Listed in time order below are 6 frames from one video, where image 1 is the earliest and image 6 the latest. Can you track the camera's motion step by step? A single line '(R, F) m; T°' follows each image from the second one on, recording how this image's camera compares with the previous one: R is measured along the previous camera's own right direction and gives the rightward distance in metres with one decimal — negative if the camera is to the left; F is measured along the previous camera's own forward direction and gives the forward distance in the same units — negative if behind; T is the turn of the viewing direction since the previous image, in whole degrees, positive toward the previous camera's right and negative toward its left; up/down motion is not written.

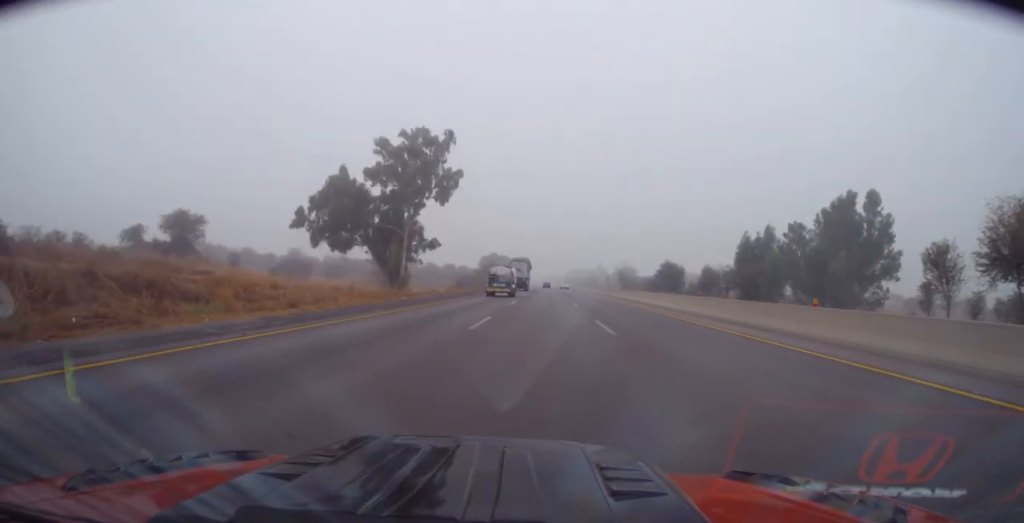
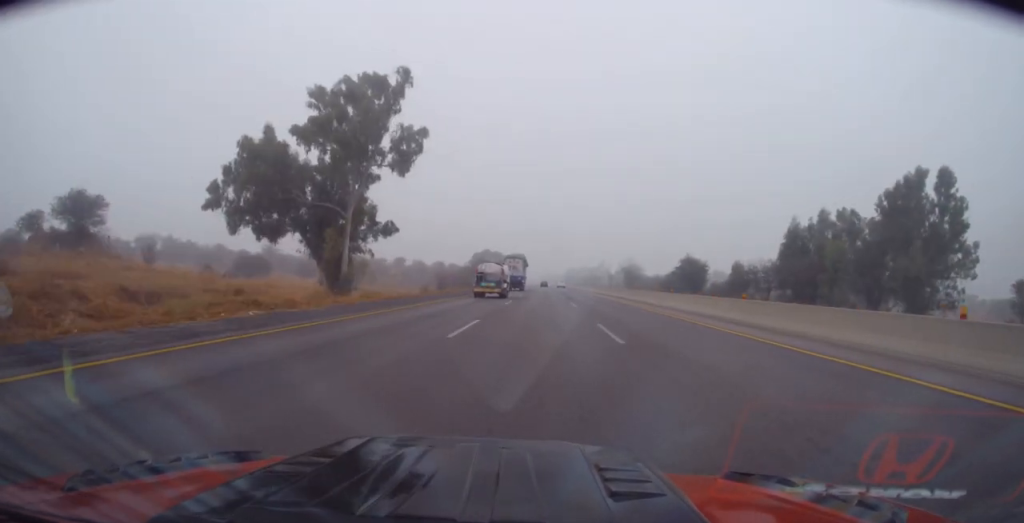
(0.0, +20.3) m; 0°
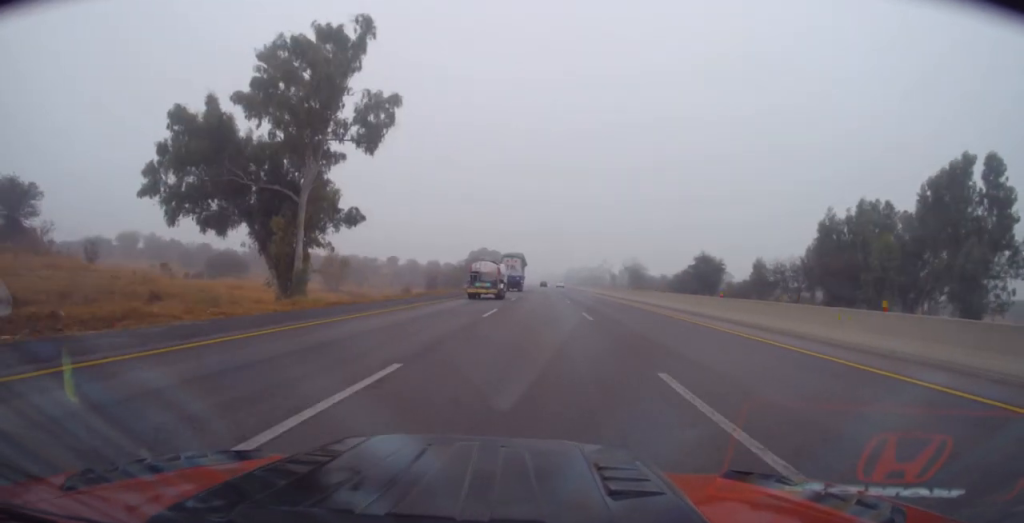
(0.0, +10.2) m; 0°
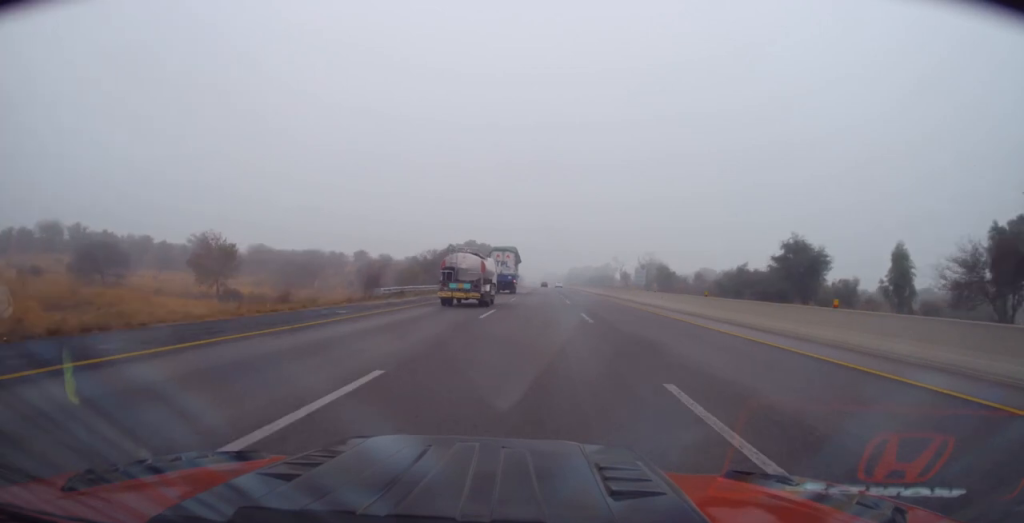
(0.0, +36.7) m; 0°
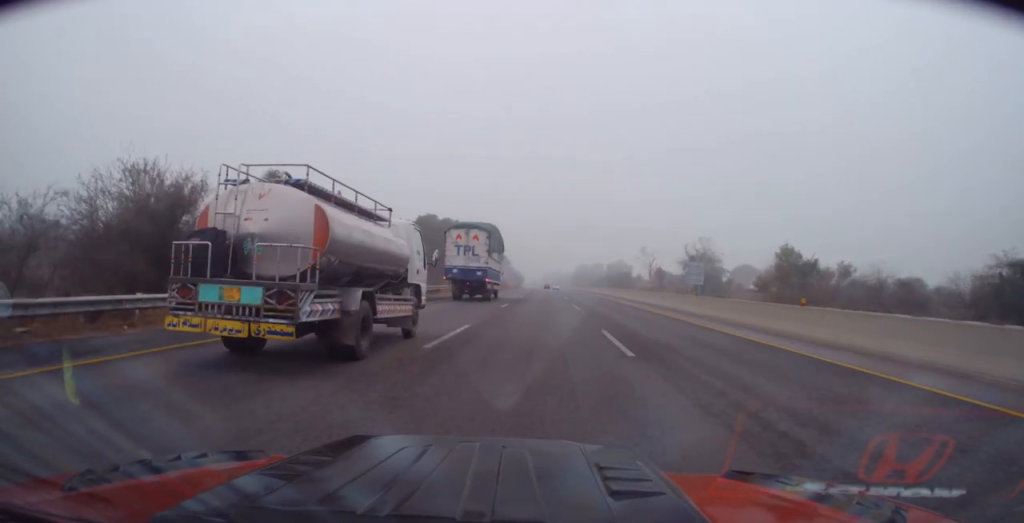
(+0.9, +62.9) m; 0°
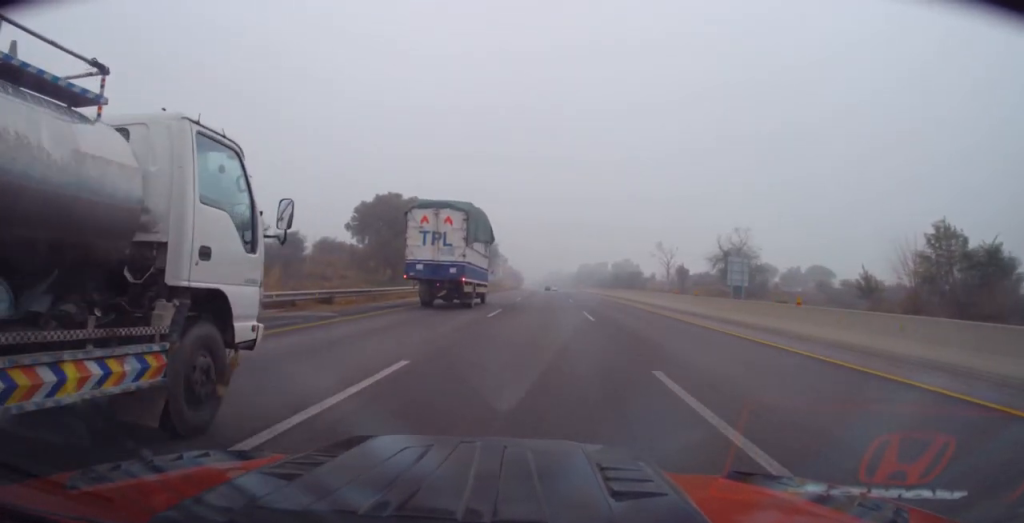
(-0.7, +25.4) m; -1°
